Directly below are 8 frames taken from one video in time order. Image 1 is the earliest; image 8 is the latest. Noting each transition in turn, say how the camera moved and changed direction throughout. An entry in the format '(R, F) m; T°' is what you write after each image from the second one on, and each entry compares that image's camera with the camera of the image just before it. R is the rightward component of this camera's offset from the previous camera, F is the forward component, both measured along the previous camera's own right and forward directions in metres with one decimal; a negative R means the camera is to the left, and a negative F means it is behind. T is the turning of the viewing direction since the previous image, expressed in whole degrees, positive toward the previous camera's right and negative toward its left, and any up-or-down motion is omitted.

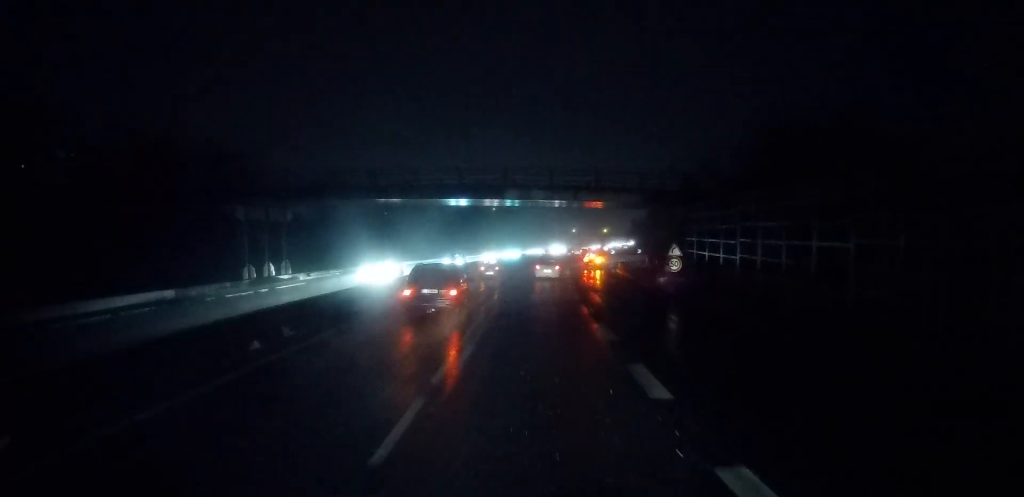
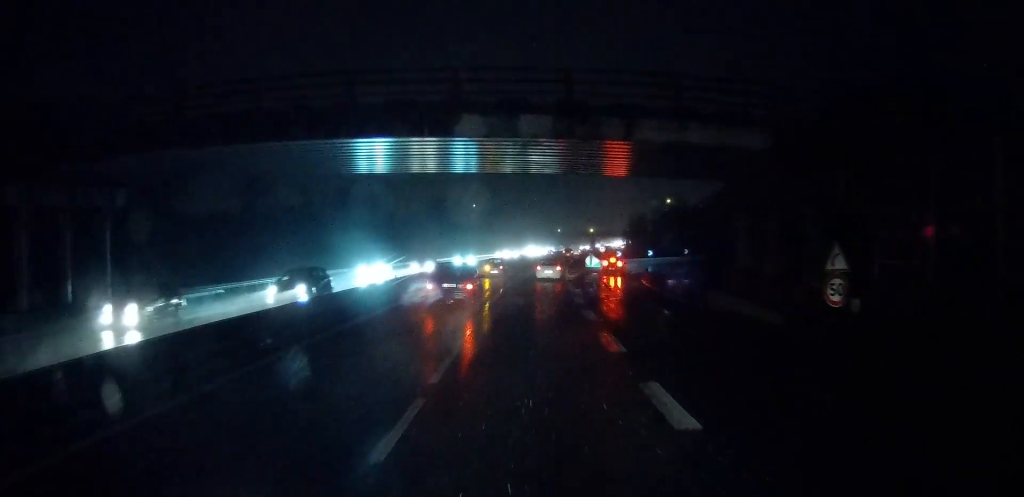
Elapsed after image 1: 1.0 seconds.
(+0.3, +21.4) m; +2°
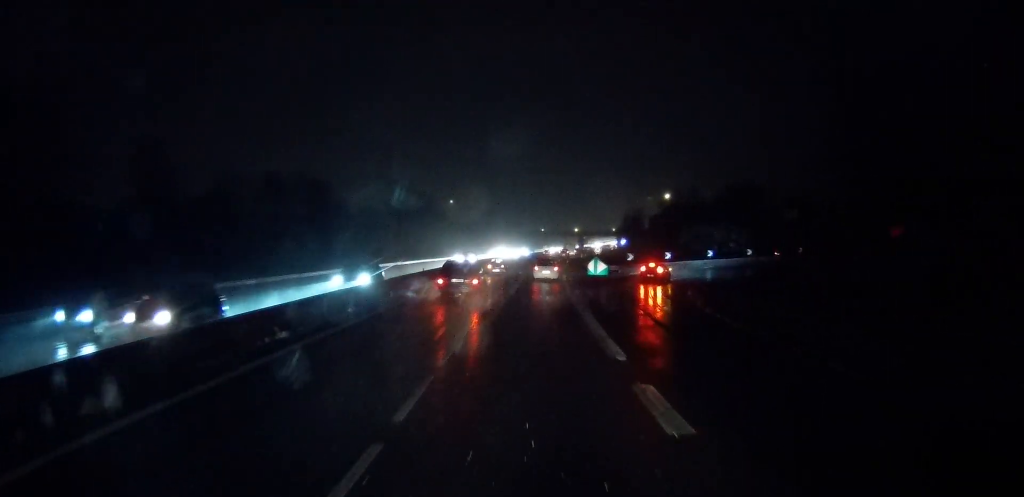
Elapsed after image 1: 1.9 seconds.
(+0.2, +19.8) m; +1°
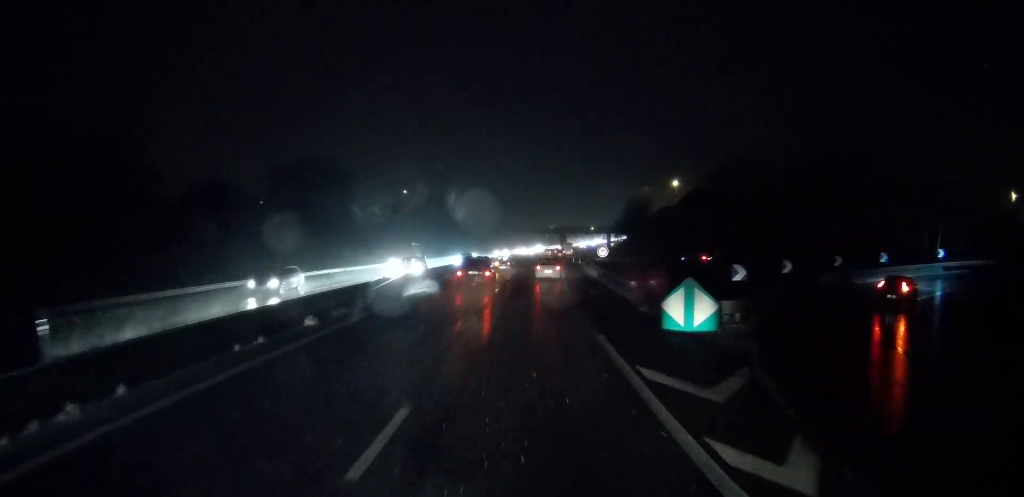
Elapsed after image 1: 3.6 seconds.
(+0.6, +36.5) m; +2°
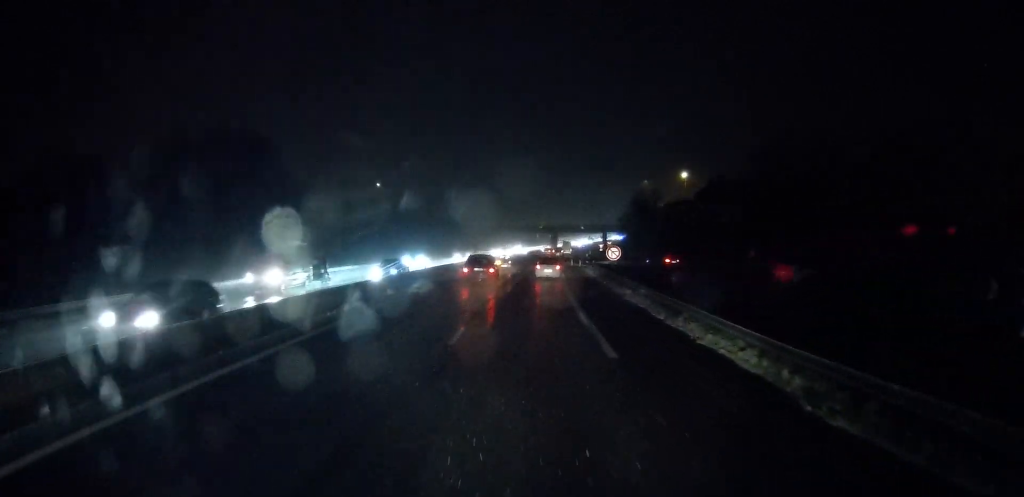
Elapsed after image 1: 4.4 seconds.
(0.0, +17.2) m; +1°
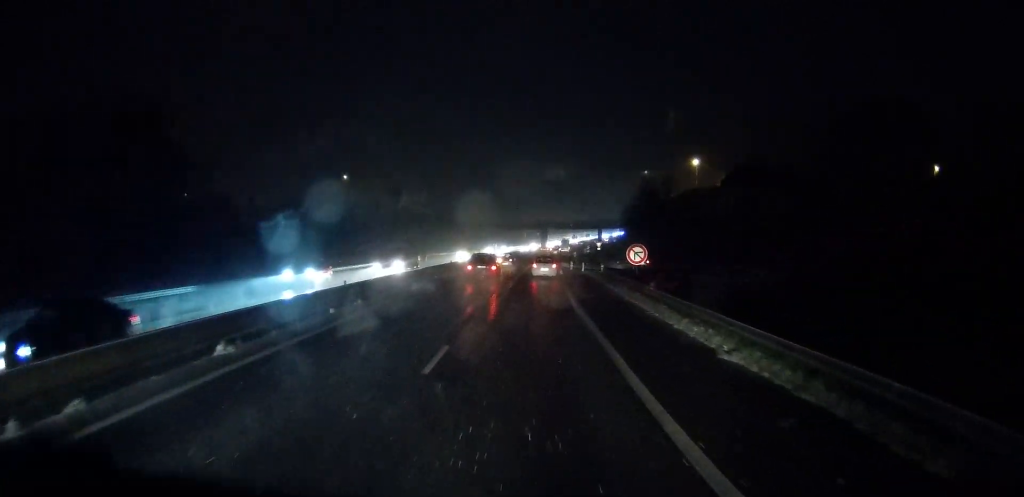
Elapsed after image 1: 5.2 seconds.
(+0.2, +16.8) m; +1°
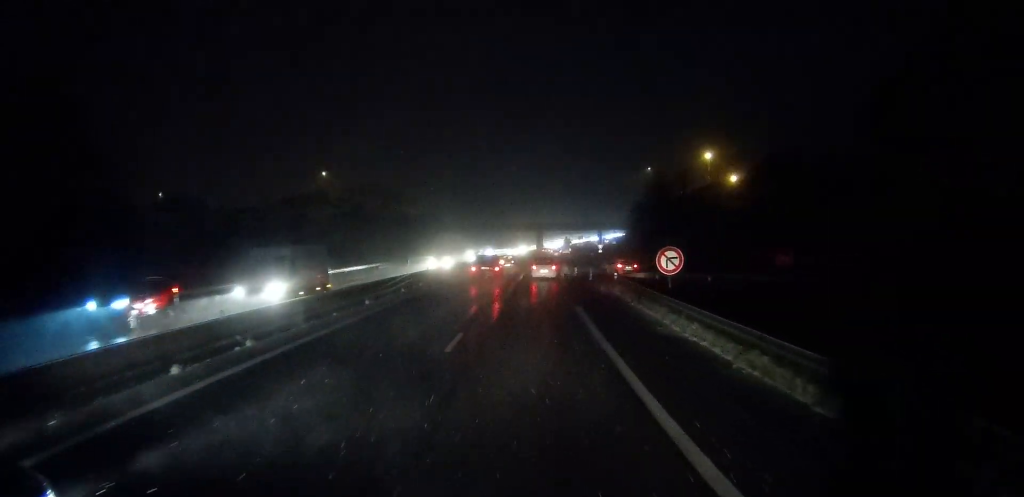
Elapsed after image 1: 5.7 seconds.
(0.0, +10.4) m; +1°
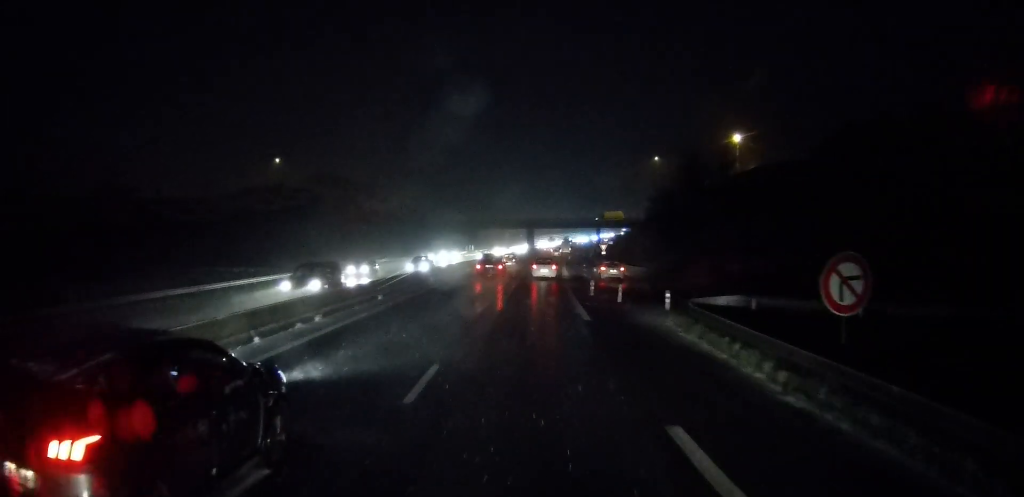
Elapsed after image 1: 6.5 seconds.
(+0.3, +17.7) m; +1°
